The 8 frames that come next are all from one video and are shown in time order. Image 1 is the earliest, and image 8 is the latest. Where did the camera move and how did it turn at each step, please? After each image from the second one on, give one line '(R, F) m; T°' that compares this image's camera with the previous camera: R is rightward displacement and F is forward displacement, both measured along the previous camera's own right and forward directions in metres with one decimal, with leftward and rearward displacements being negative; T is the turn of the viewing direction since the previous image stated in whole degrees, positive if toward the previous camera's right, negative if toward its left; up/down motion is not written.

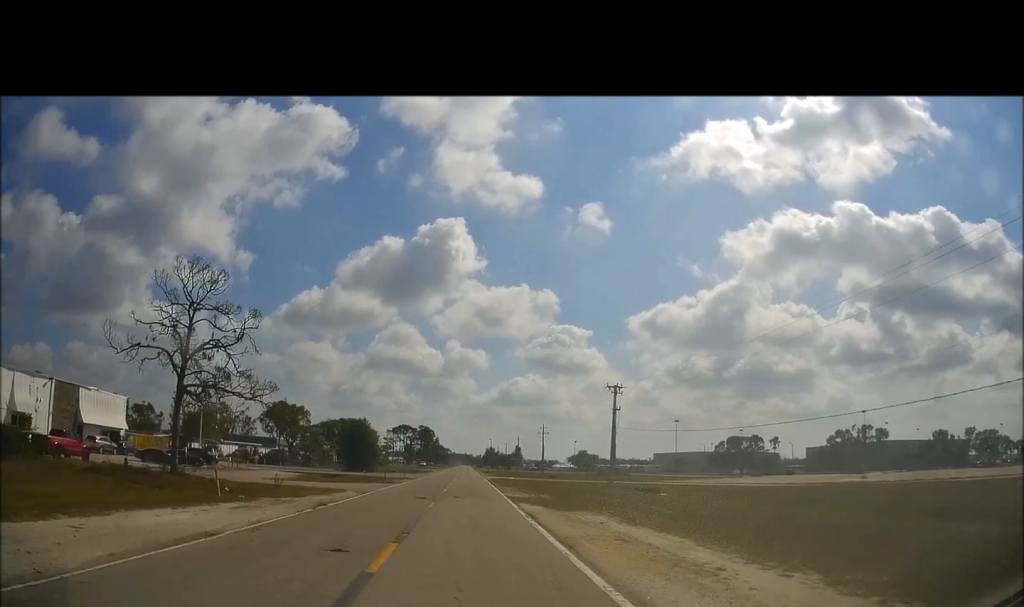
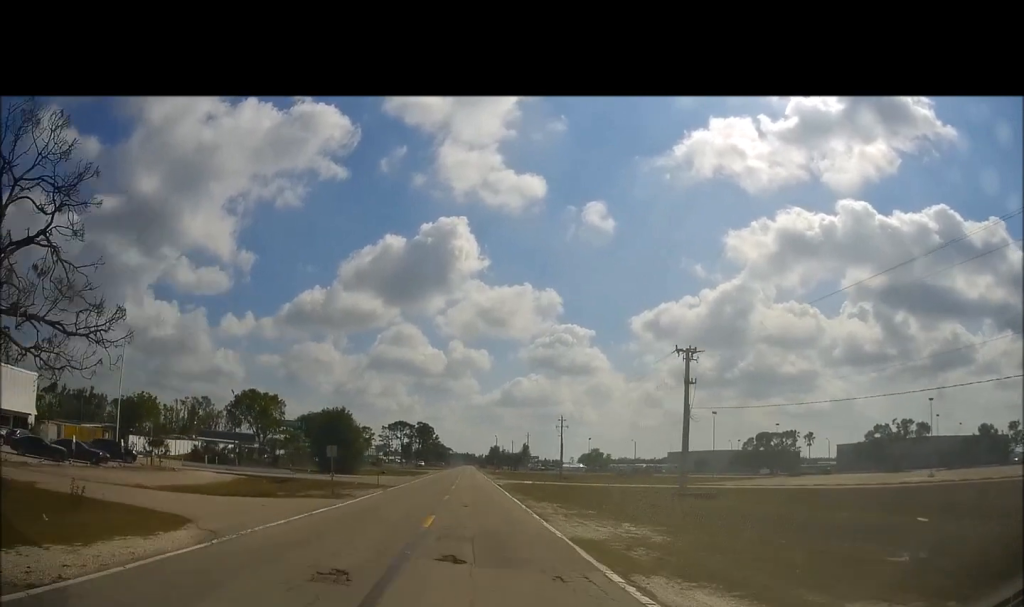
(-0.2, +18.6) m; -1°
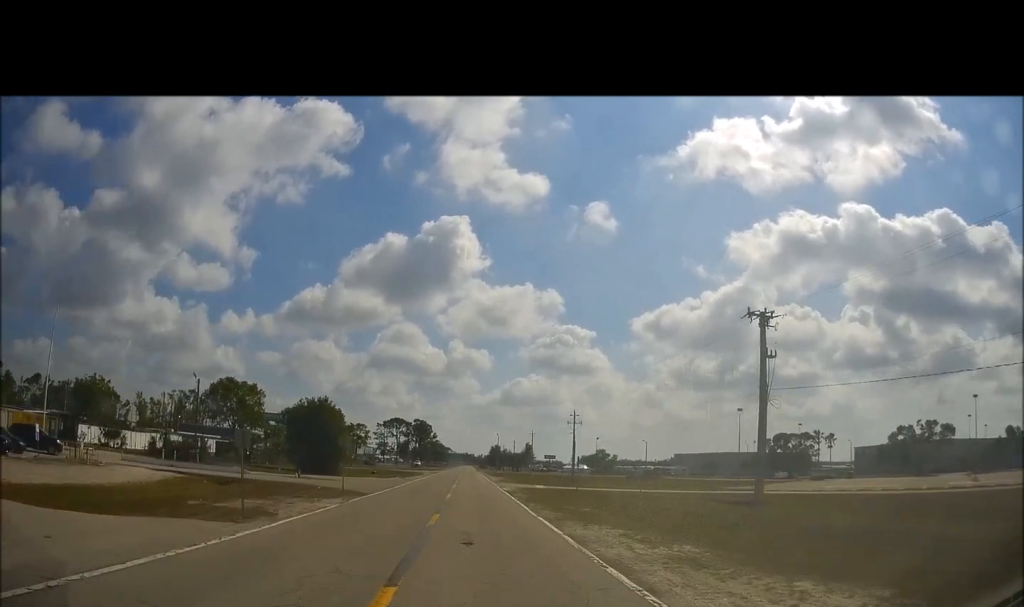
(-0.5, +10.7) m; +1°
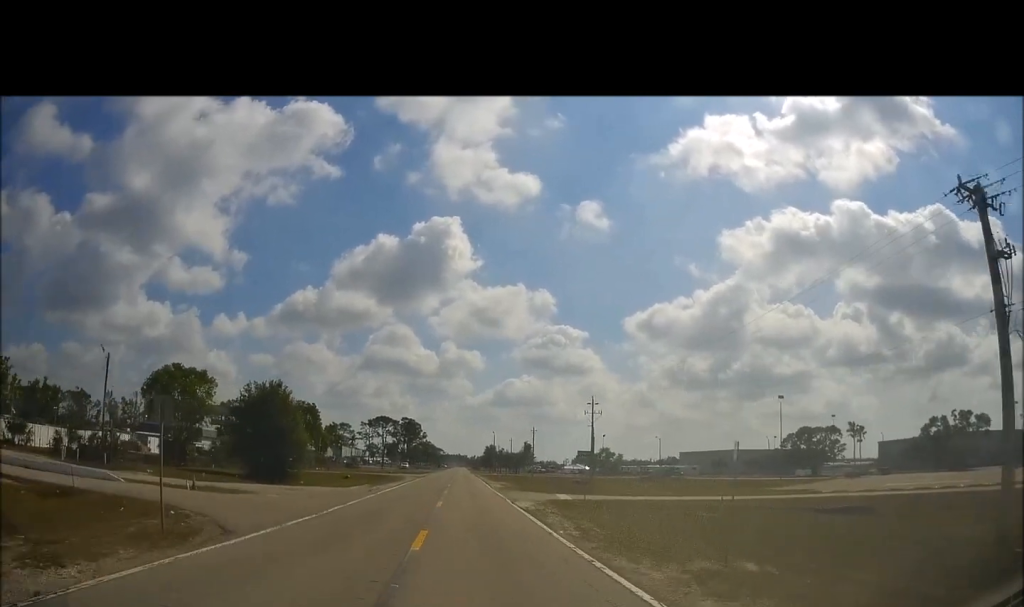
(+1.0, +16.0) m; +4°
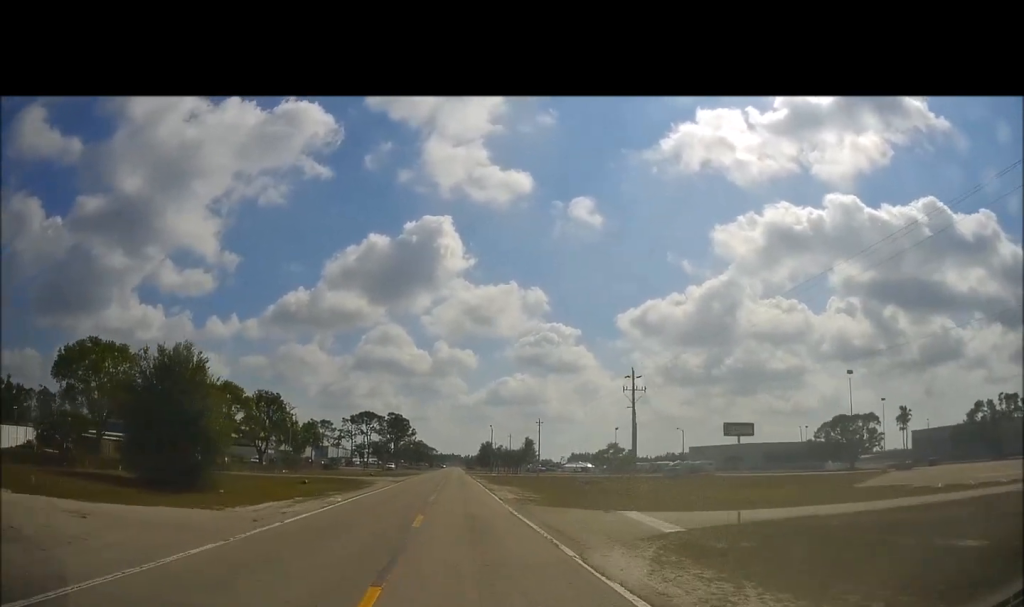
(0.0, +18.5) m; -2°
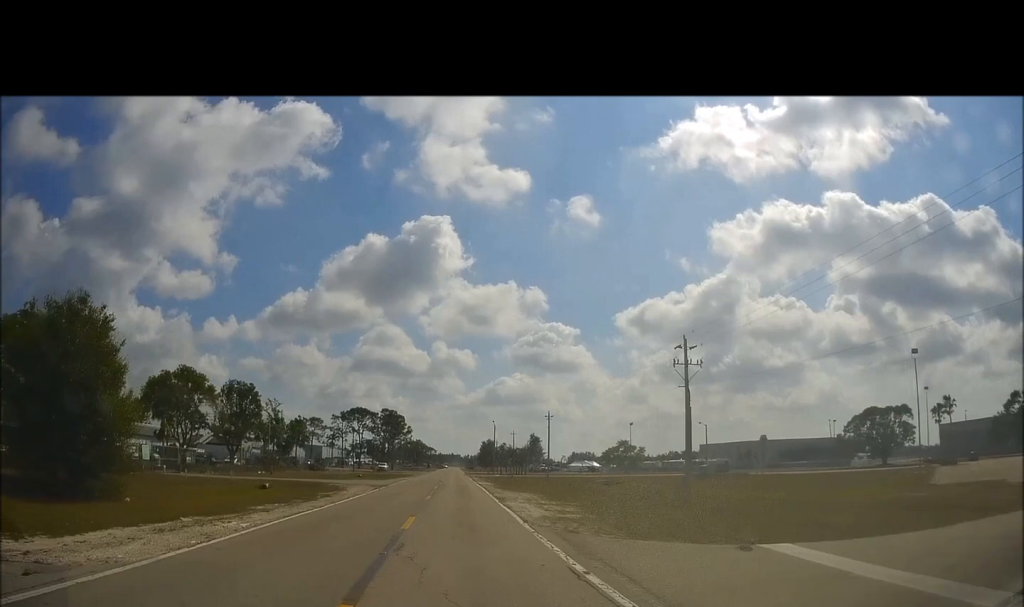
(-0.4, +12.0) m; -1°
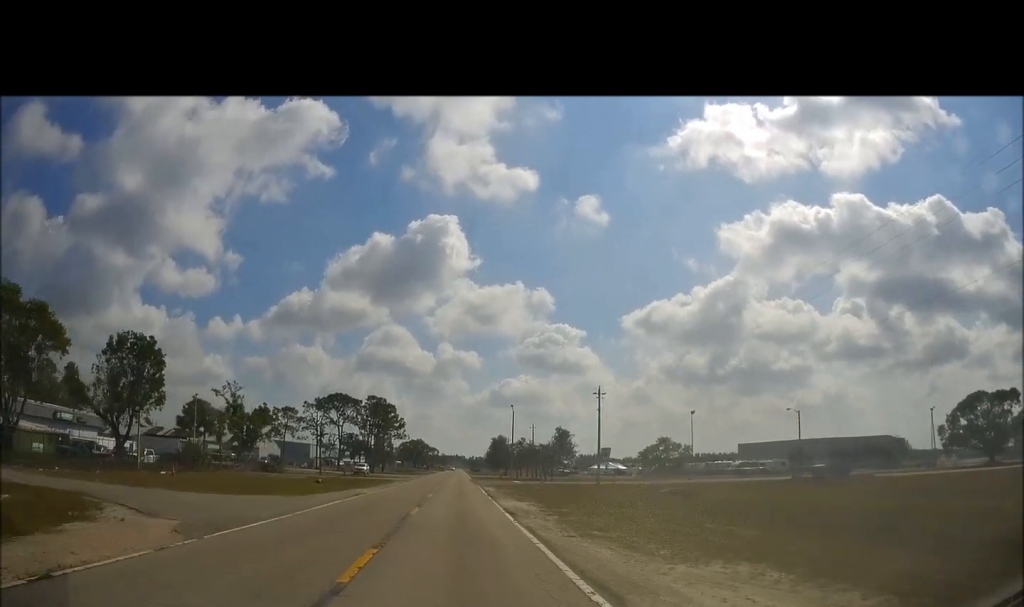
(-0.2, +29.7) m; 0°
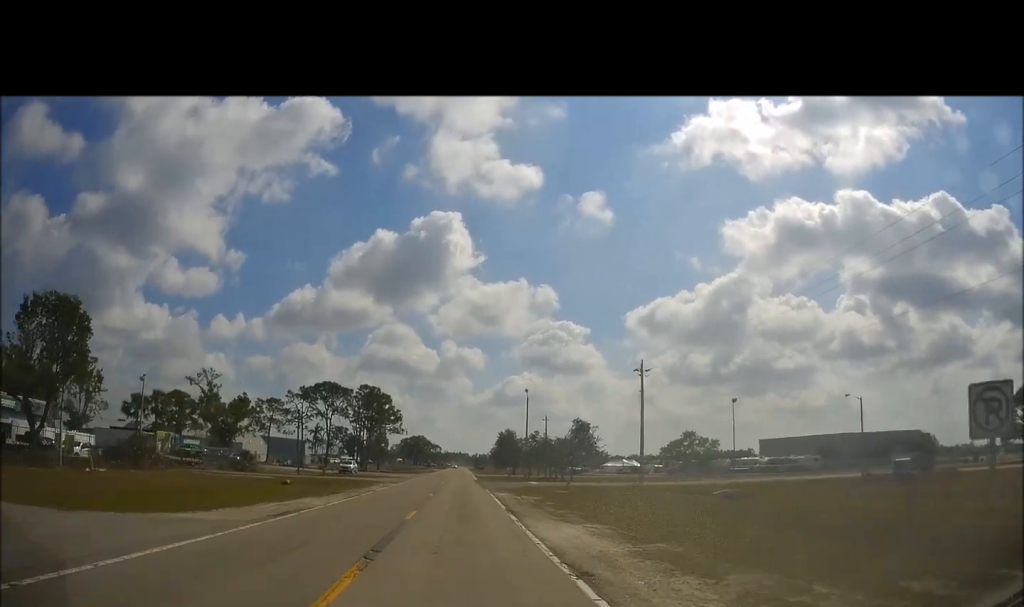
(0.0, +12.9) m; 0°
